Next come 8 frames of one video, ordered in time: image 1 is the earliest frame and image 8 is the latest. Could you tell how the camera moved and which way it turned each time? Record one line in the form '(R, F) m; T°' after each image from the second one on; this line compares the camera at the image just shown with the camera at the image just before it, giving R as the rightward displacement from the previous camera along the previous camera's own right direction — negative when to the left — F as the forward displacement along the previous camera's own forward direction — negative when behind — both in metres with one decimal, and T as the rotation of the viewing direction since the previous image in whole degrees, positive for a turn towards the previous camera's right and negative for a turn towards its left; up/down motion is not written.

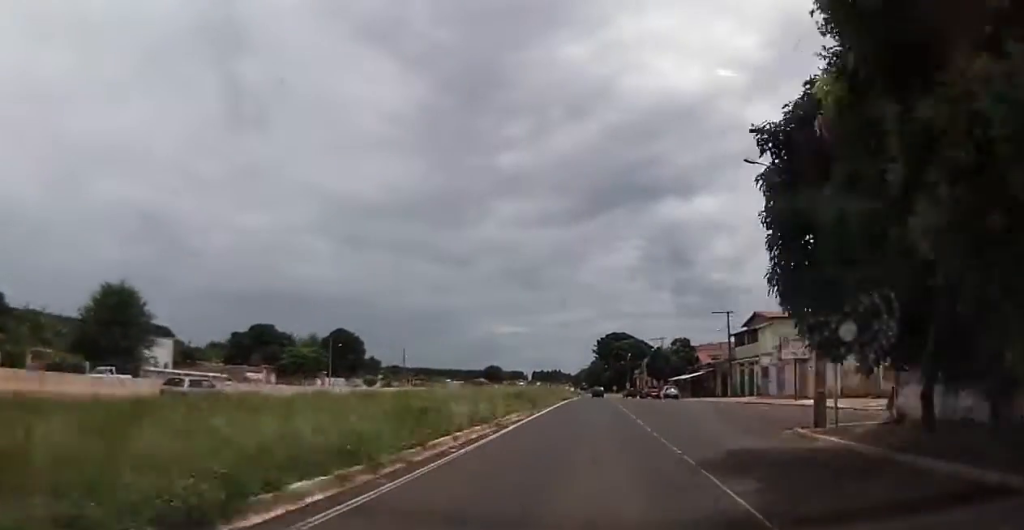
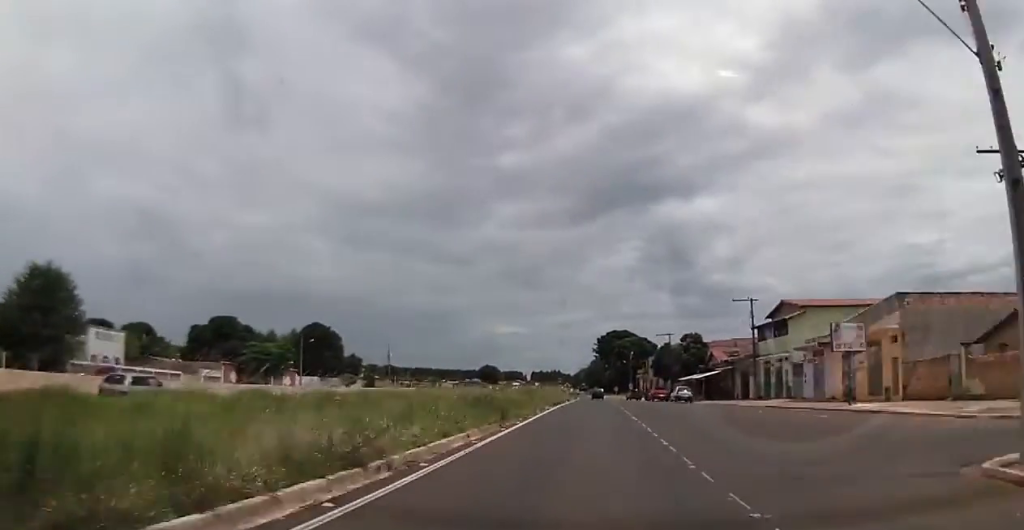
(0.0, +10.5) m; 0°
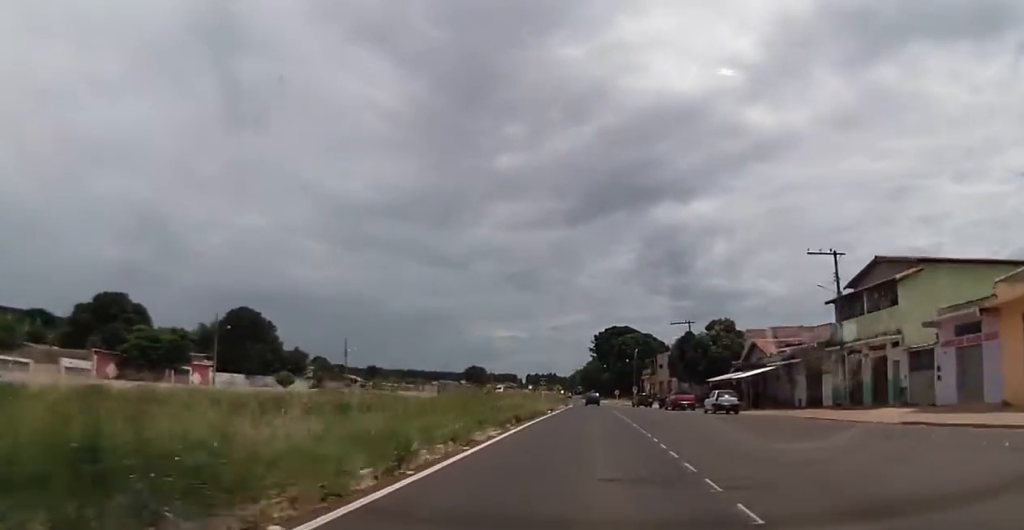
(-0.1, +21.5) m; -1°
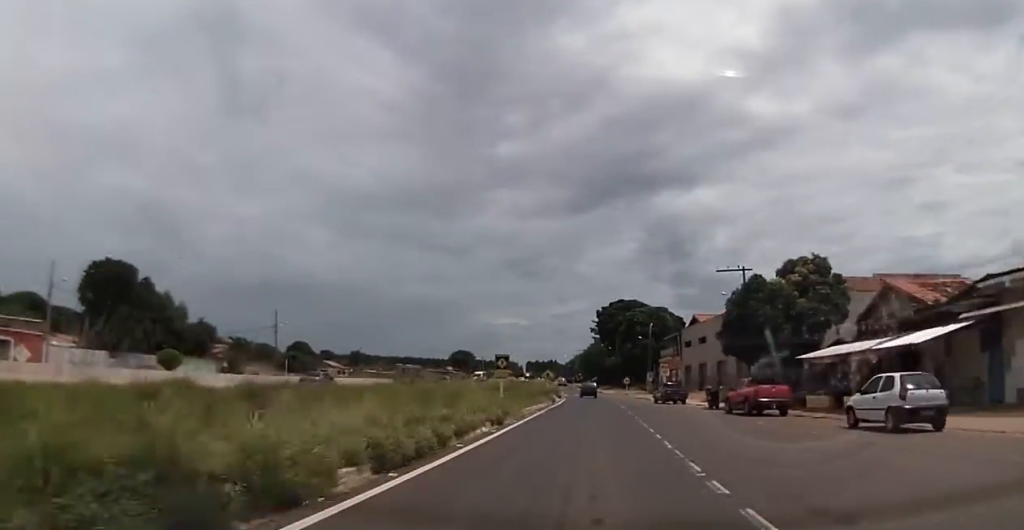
(-0.1, +25.4) m; 0°
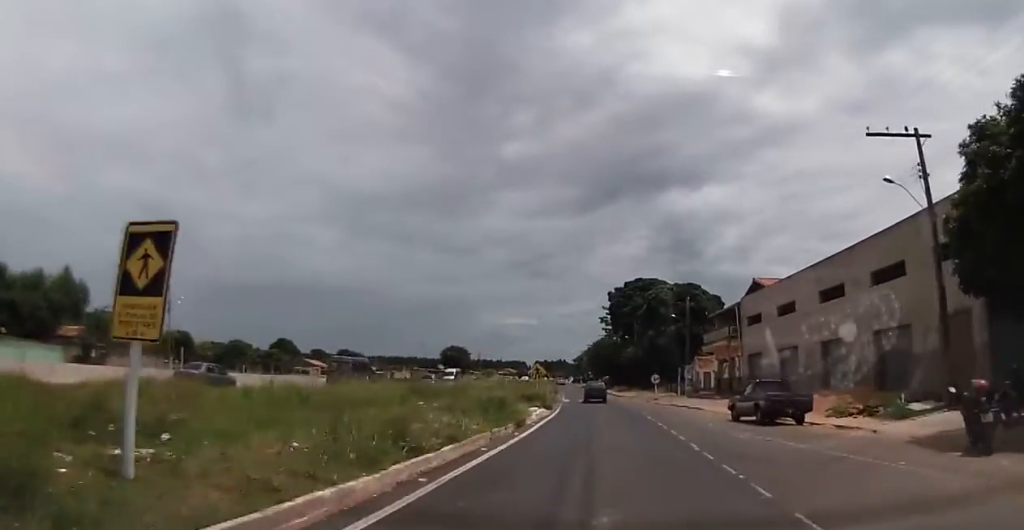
(+0.1, +27.1) m; -1°
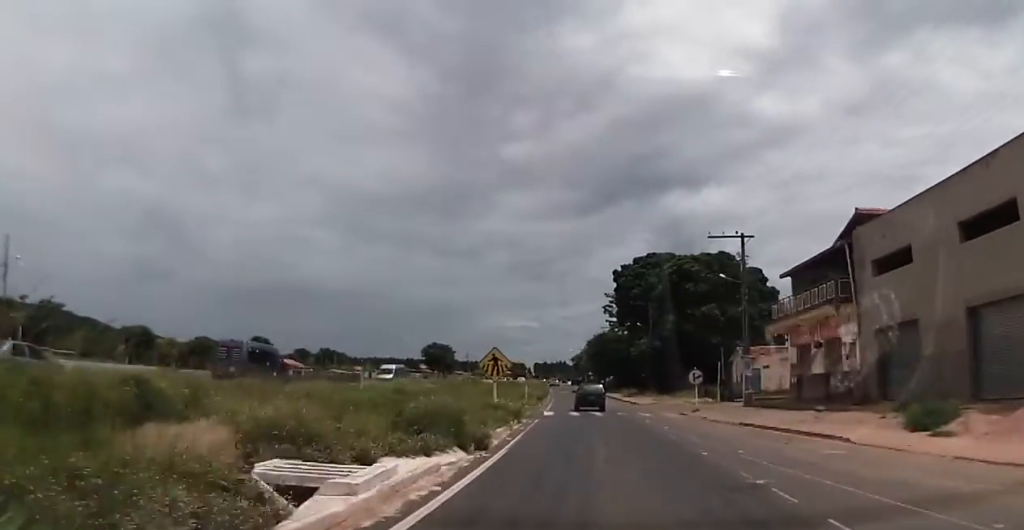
(-0.4, +23.0) m; 0°
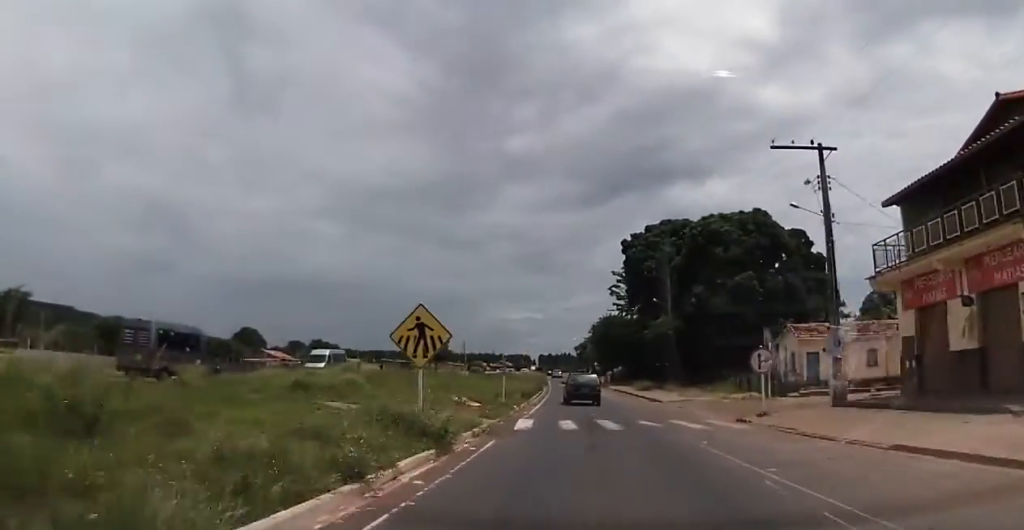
(+0.2, +14.1) m; +1°
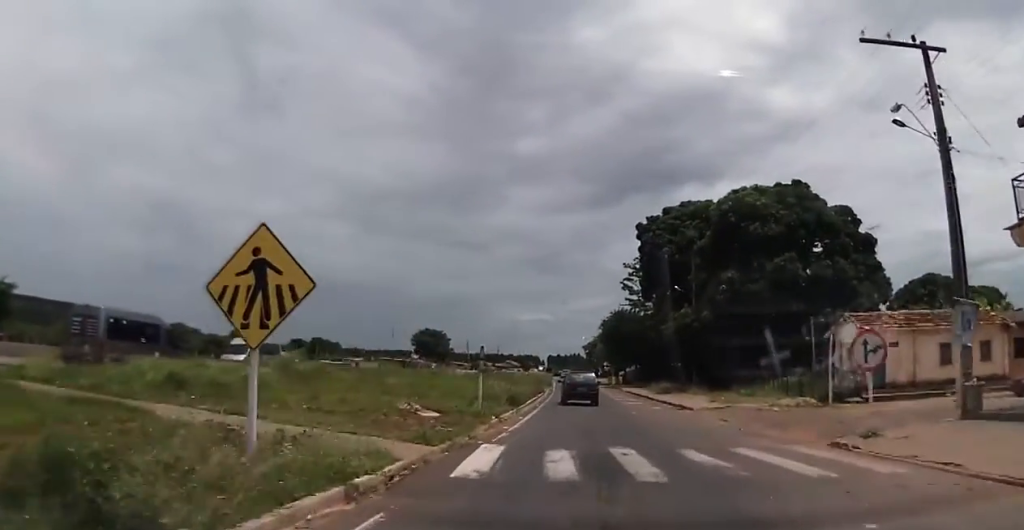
(+0.1, +10.1) m; 0°
